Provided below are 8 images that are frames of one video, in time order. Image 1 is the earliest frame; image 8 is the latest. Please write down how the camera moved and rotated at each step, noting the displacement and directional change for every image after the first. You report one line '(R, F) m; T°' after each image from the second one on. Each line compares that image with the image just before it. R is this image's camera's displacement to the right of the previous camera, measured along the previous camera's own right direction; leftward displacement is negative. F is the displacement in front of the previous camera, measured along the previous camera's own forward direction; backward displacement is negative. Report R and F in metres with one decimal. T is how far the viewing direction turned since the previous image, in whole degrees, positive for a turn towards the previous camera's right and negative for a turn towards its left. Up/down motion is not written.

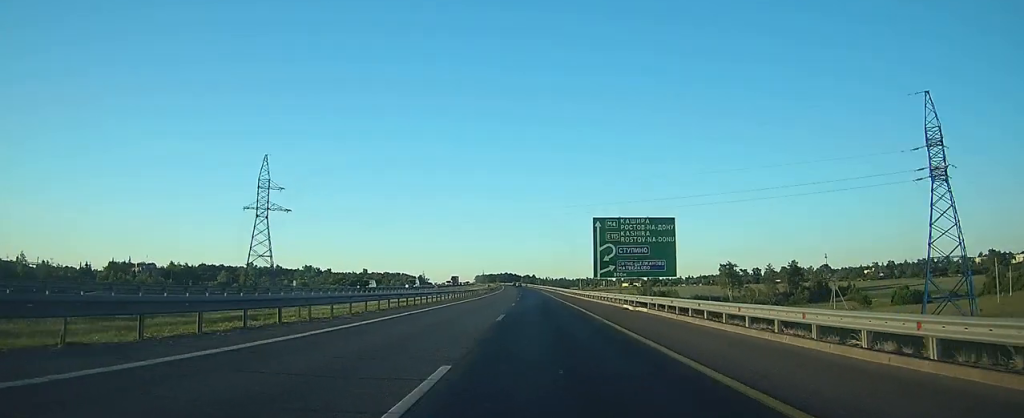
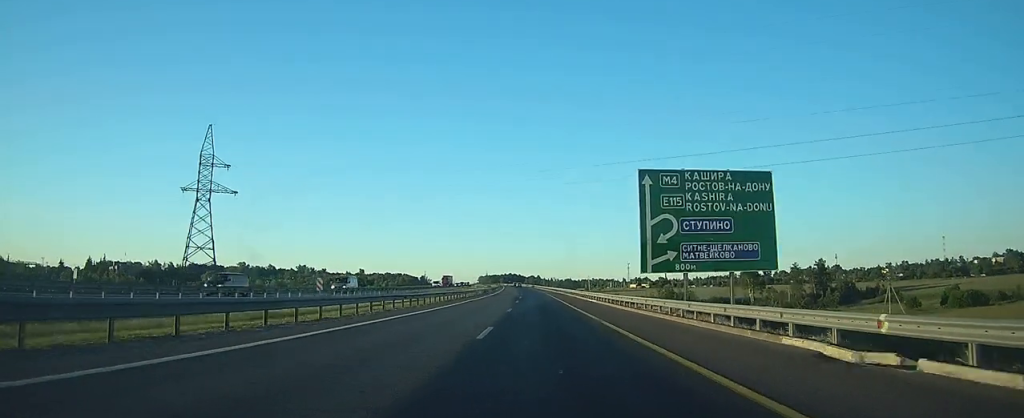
(-0.1, +22.9) m; 0°
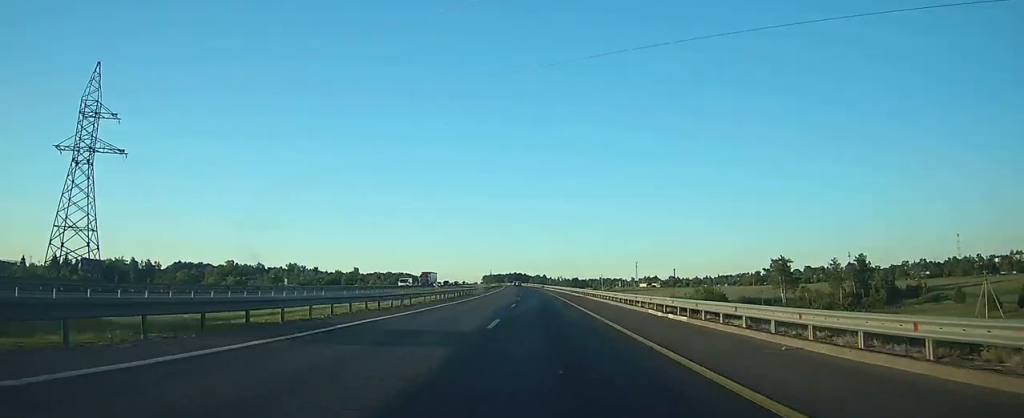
(-0.2, +29.2) m; -1°
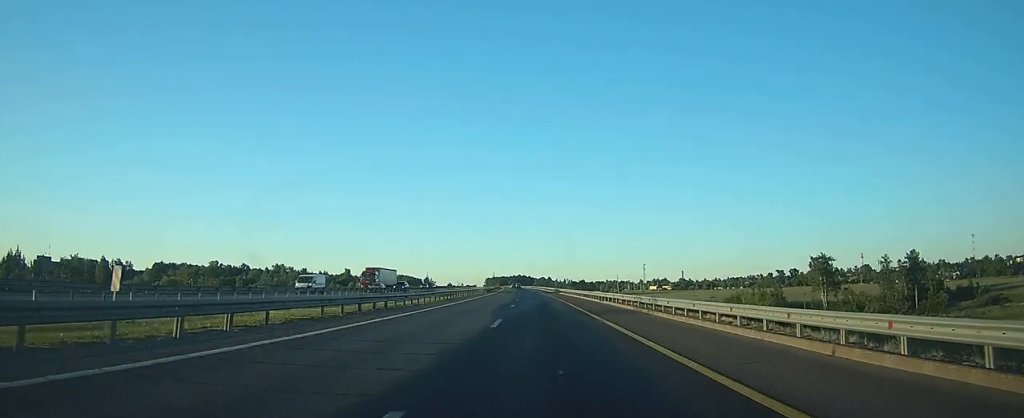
(-0.2, +31.2) m; -1°
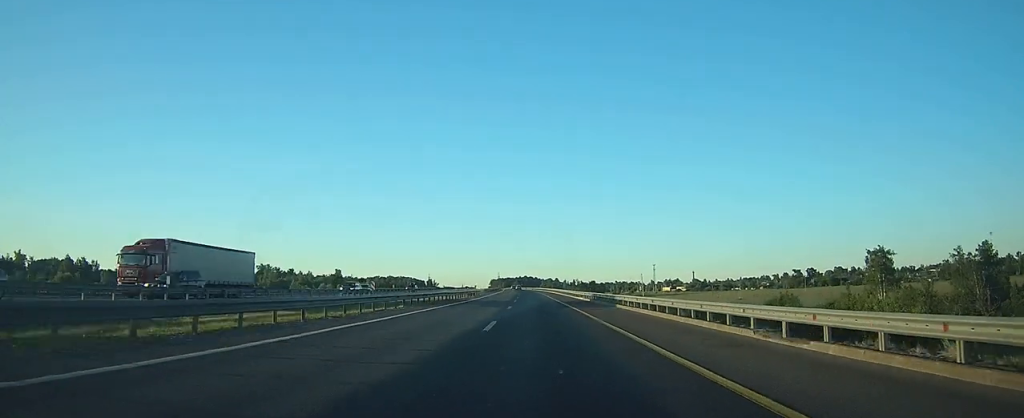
(-0.2, +33.3) m; -1°
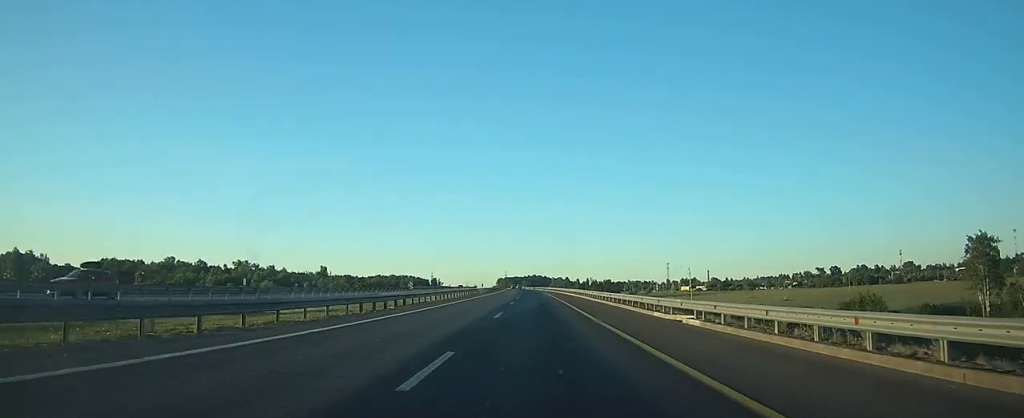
(-0.2, +41.6) m; -1°
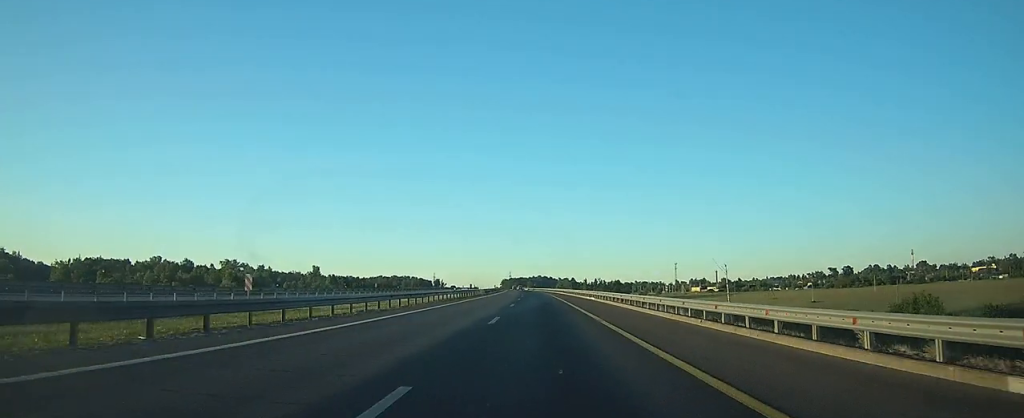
(-0.1, +19.7) m; 0°
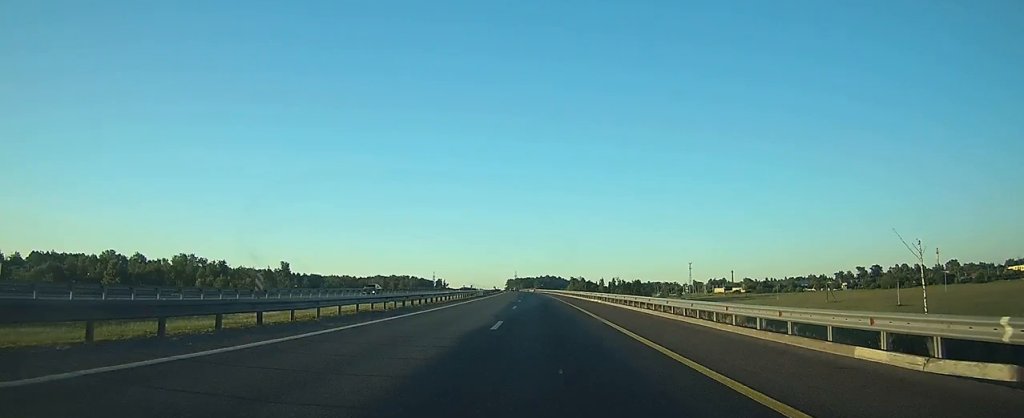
(-0.6, +49.7) m; -1°
